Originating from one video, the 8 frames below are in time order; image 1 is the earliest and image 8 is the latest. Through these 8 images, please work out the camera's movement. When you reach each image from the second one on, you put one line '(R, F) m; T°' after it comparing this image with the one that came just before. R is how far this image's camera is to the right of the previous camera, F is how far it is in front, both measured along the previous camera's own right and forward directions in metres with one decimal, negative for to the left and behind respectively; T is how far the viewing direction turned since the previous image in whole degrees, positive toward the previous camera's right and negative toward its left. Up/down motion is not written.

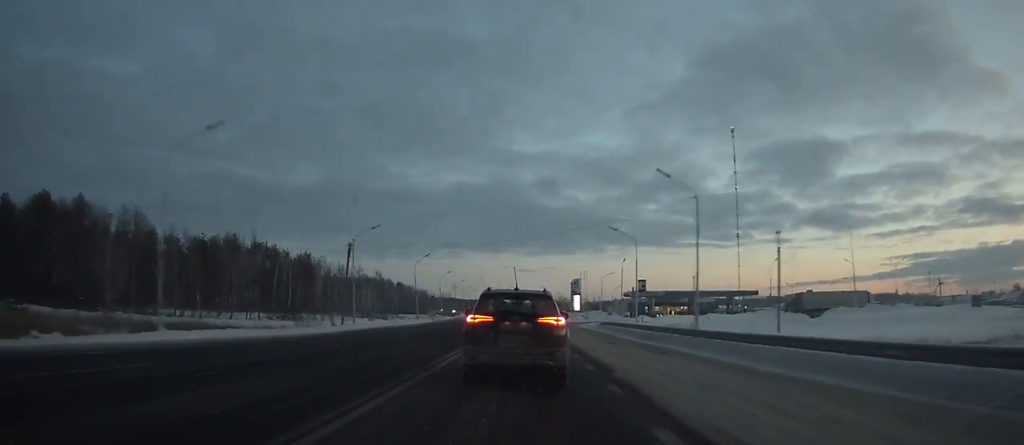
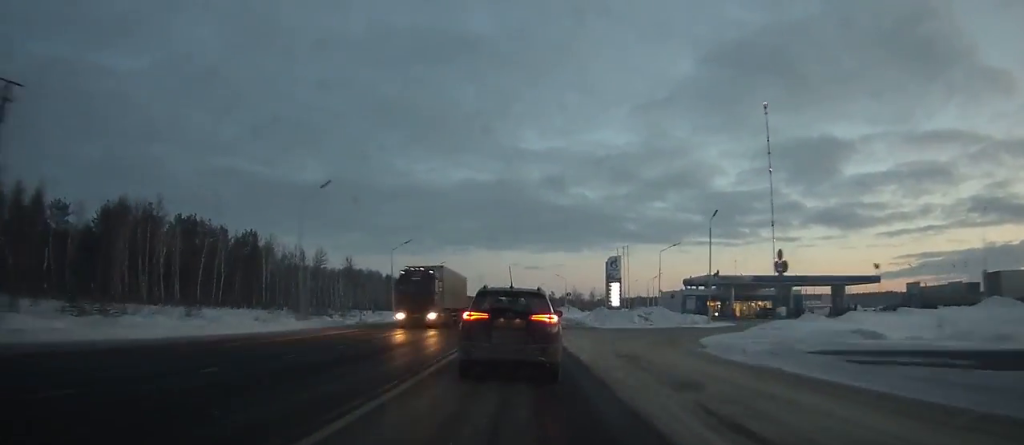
(-0.4, +44.4) m; -1°
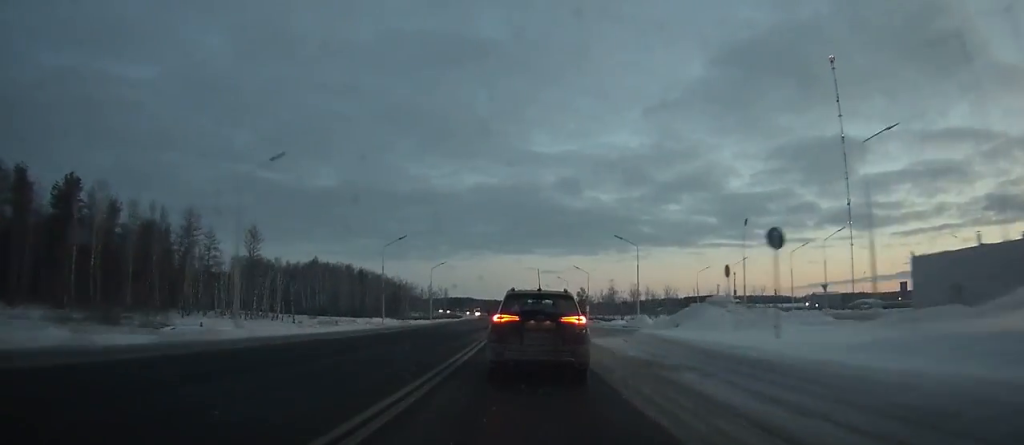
(-0.8, +69.4) m; -2°
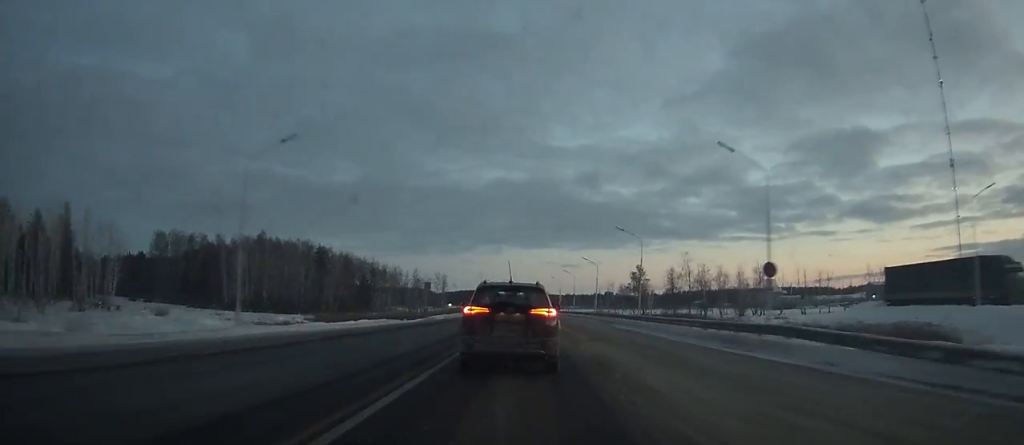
(-0.7, +62.6) m; -1°
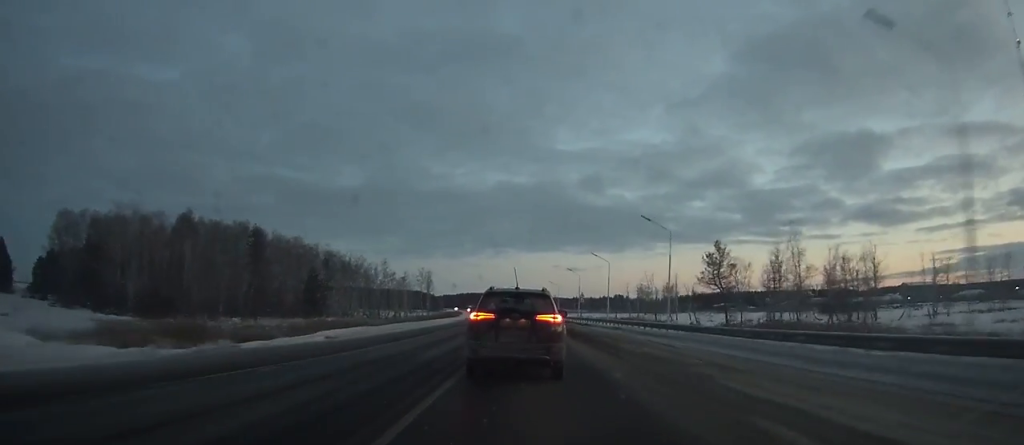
(-0.3, +42.3) m; -1°
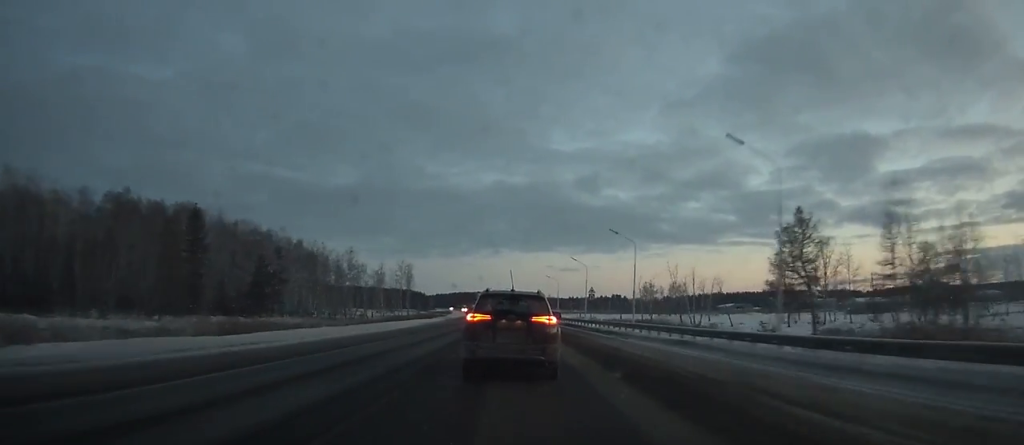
(-0.1, +21.3) m; 0°
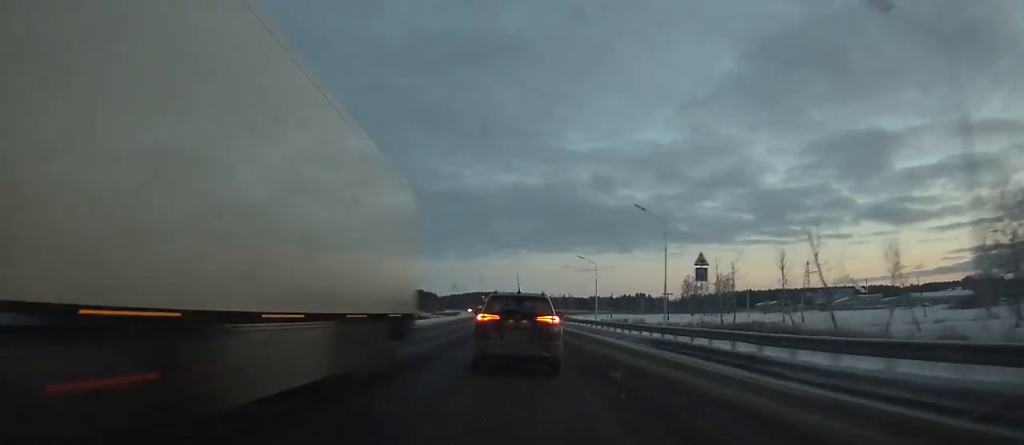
(0.0, +40.2) m; -1°
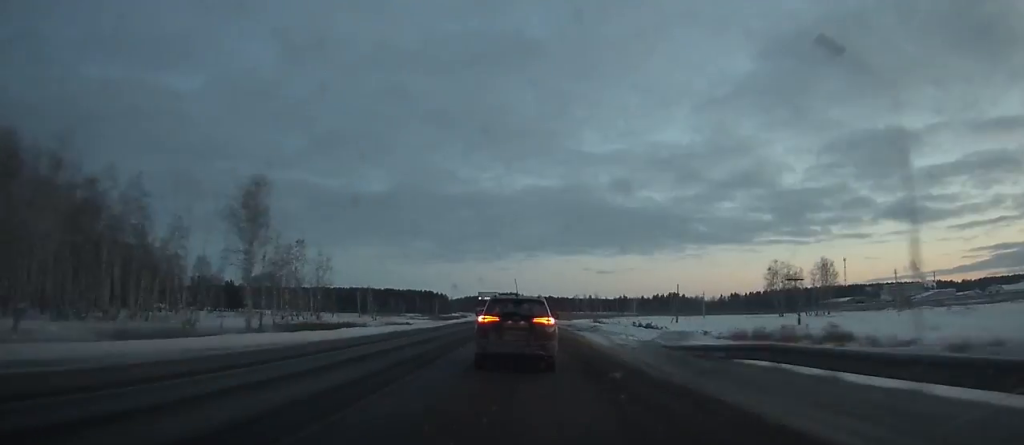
(-1.4, +59.0) m; -2°
